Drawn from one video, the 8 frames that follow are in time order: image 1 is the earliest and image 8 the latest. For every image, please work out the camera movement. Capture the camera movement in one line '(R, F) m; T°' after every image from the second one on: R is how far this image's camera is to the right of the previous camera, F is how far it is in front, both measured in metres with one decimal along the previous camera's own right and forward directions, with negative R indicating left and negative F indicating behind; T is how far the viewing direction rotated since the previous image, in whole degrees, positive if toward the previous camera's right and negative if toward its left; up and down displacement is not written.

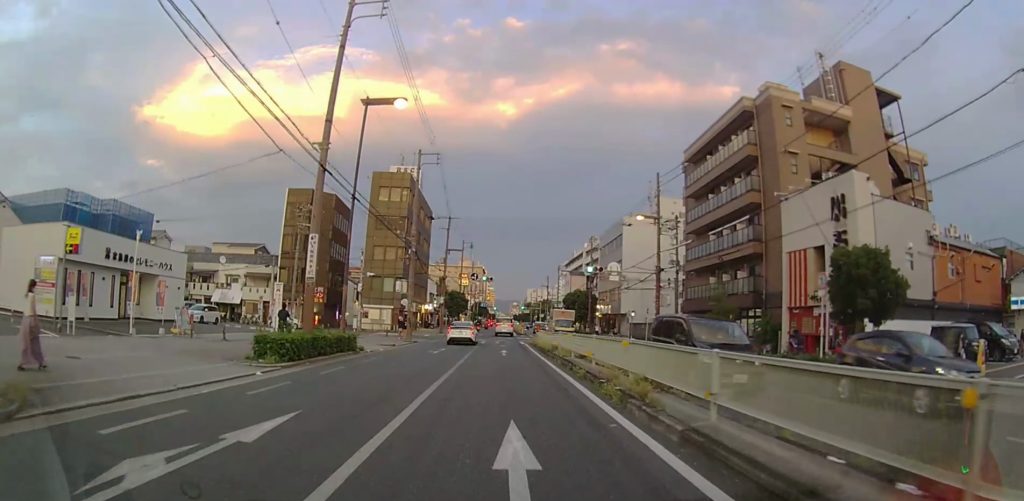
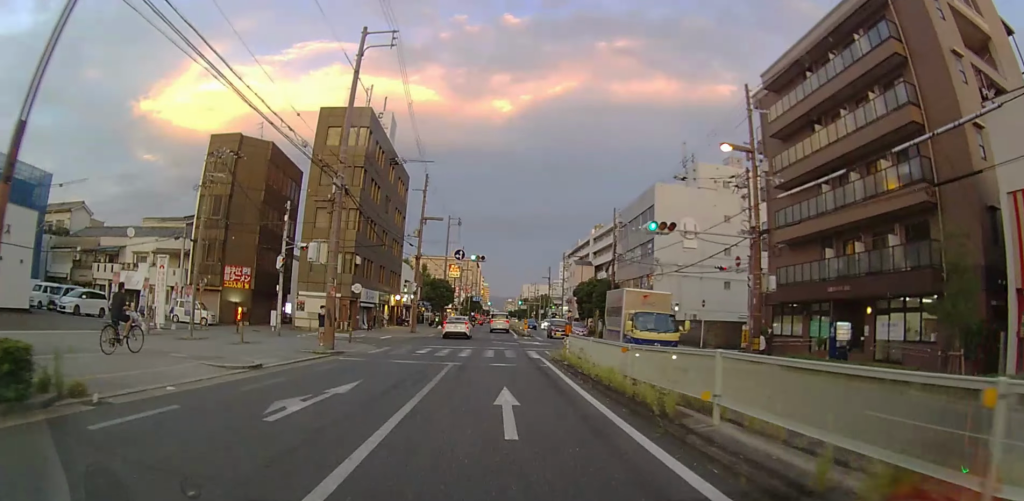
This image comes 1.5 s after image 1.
(+0.4, +16.0) m; +1°
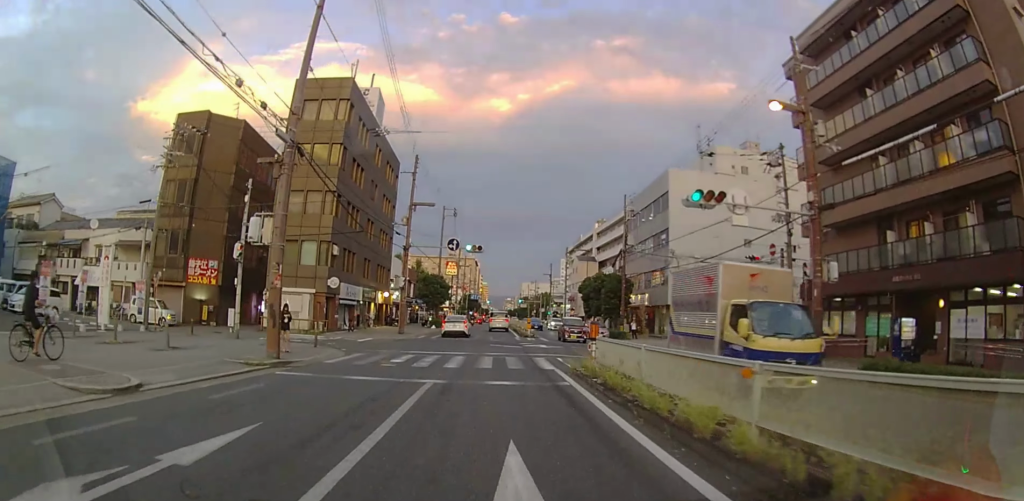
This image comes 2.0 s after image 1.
(0.0, +5.3) m; 0°
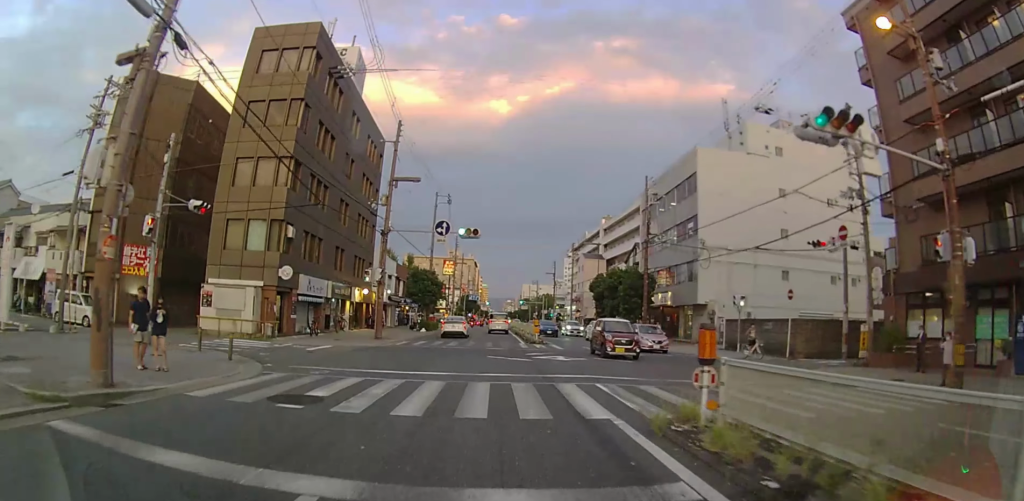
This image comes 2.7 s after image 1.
(-0.1, +7.4) m; -1°
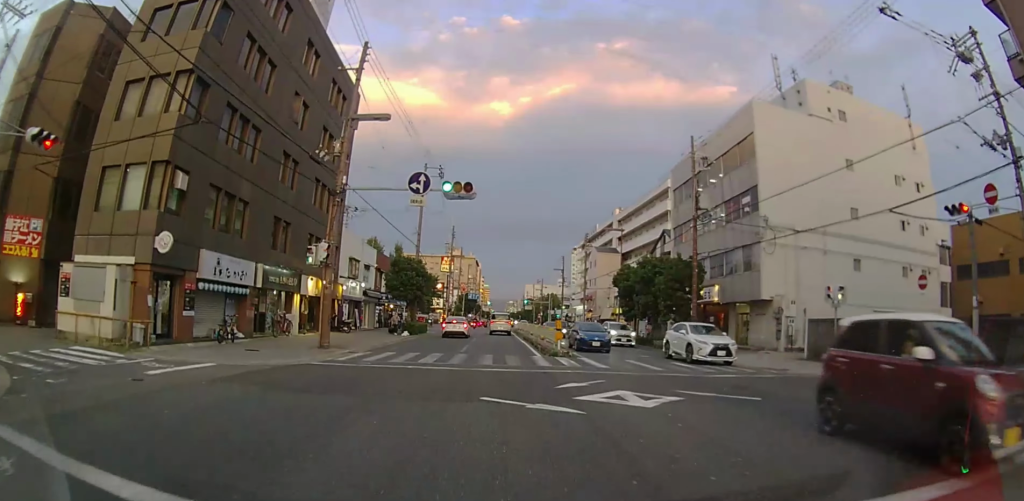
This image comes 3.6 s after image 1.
(0.0, +9.8) m; 0°
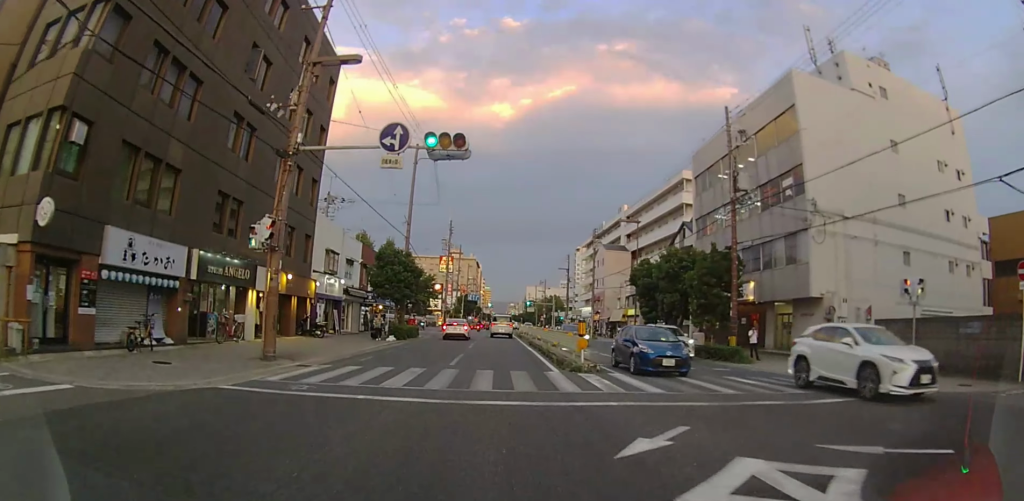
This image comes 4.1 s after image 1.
(0.0, +5.1) m; 0°
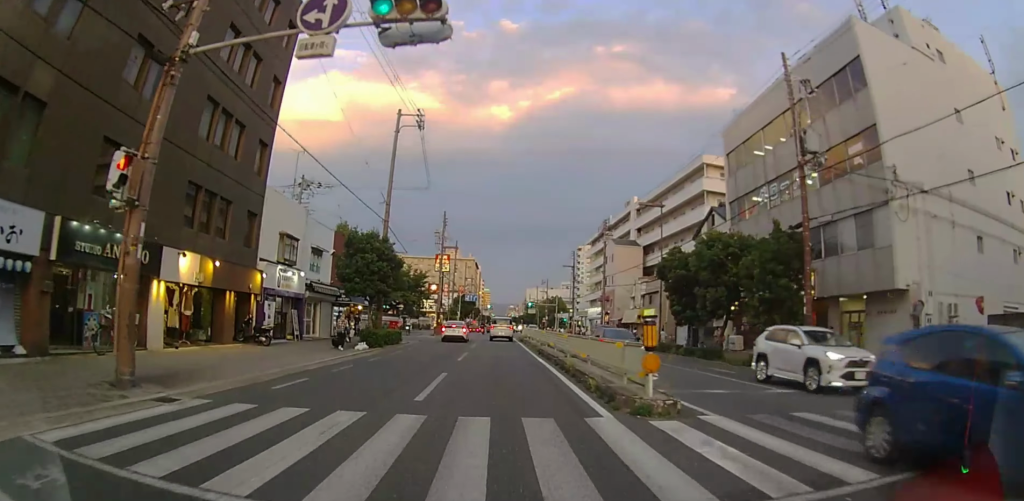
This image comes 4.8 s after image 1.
(0.0, +6.8) m; 0°
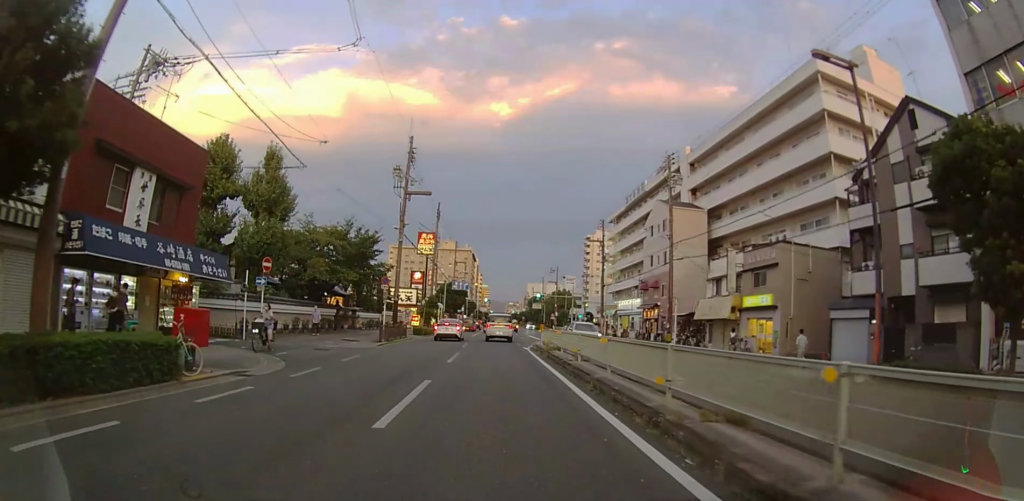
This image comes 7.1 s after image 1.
(-0.3, +23.3) m; -1°
